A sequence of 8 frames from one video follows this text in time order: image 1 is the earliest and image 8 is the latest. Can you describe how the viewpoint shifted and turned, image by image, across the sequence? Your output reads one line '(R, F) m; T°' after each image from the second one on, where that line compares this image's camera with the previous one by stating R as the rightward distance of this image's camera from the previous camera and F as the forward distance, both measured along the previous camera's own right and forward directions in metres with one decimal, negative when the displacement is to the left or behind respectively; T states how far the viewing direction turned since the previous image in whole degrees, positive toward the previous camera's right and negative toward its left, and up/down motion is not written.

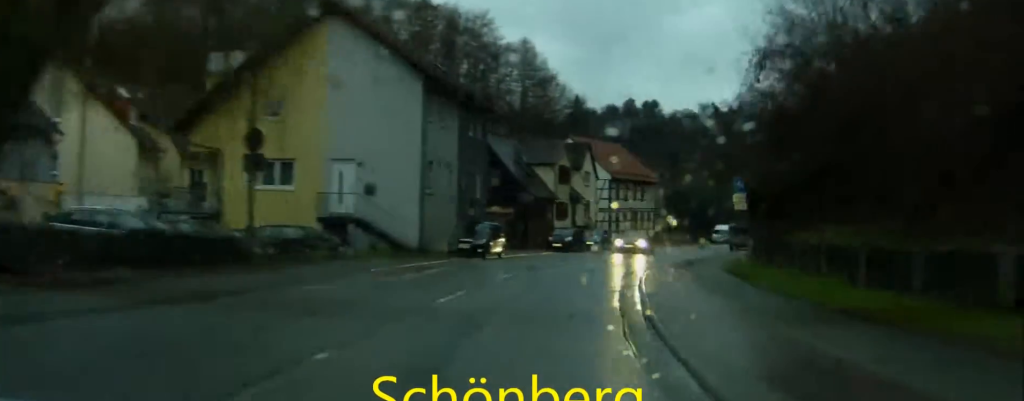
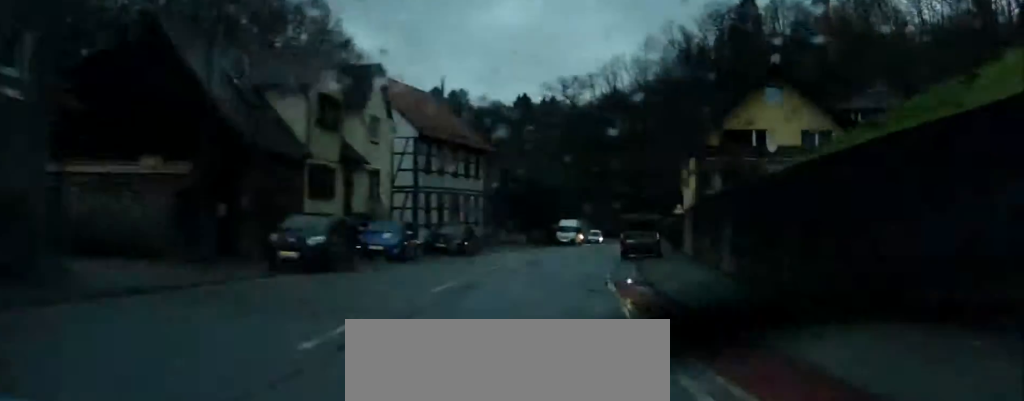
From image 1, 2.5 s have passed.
(+3.7, +31.8) m; +11°
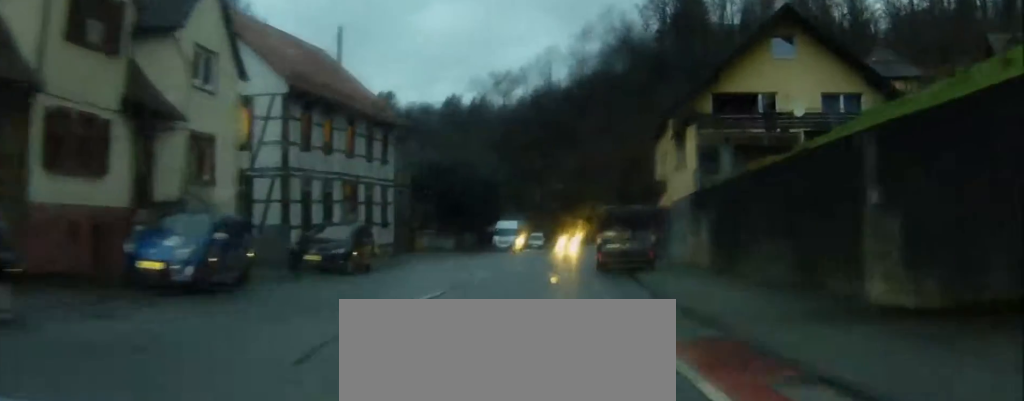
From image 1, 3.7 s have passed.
(+0.5, +15.4) m; +4°
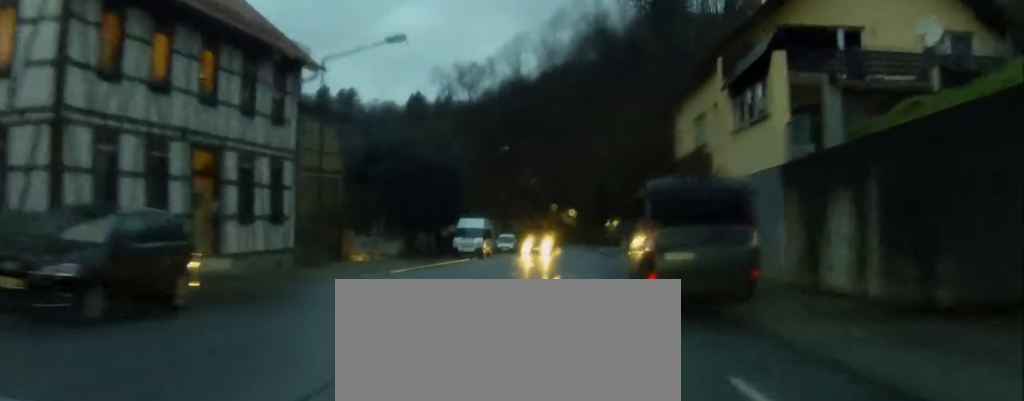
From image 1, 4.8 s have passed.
(+0.7, +14.2) m; +4°
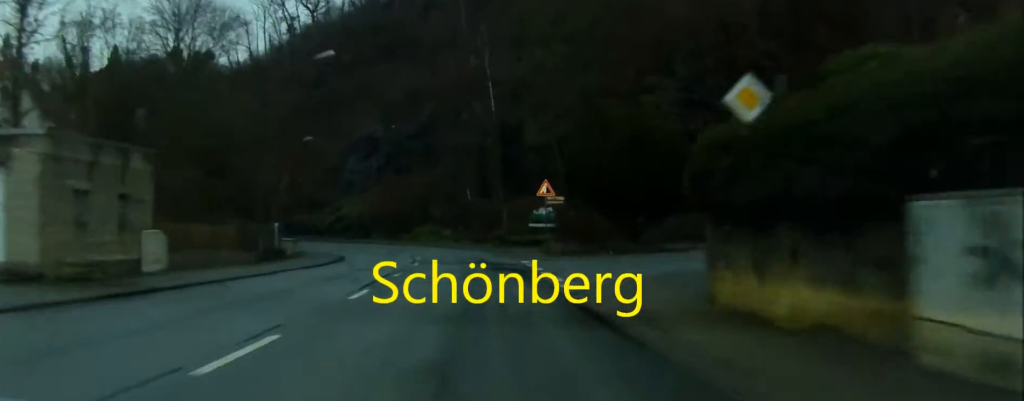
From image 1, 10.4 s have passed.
(+7.5, +69.4) m; +8°
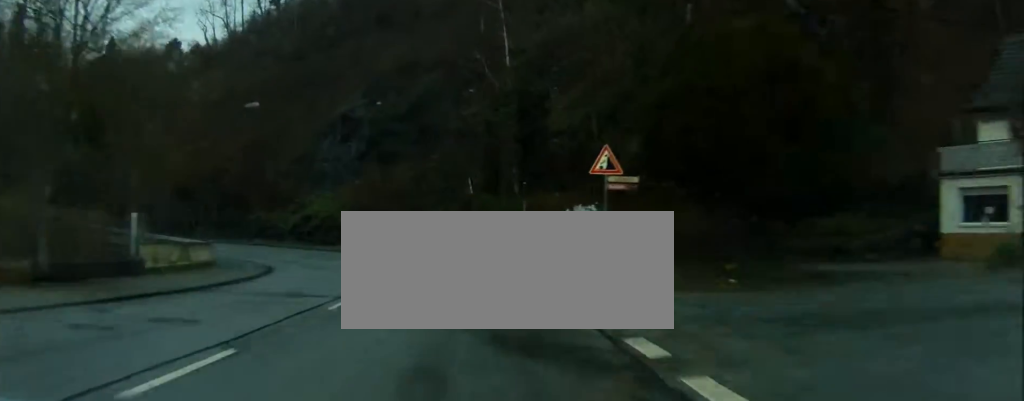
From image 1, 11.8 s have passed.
(+0.3, +17.5) m; -1°
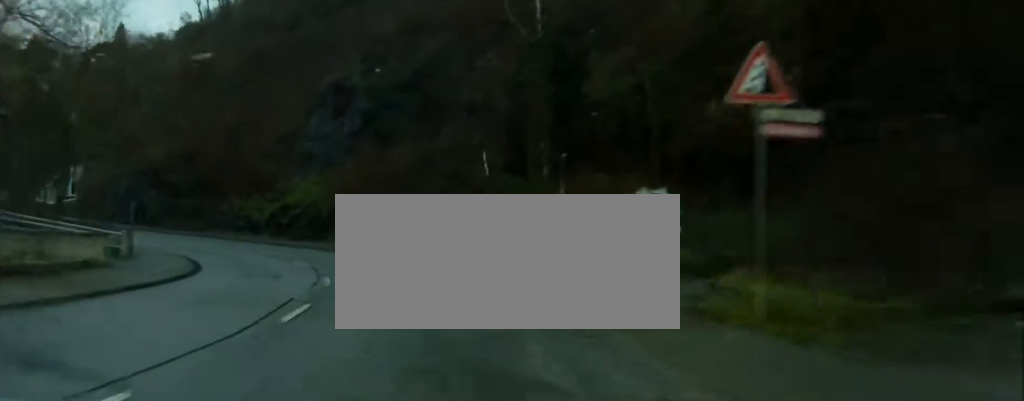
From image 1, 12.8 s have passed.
(-0.4, +11.4) m; -4°
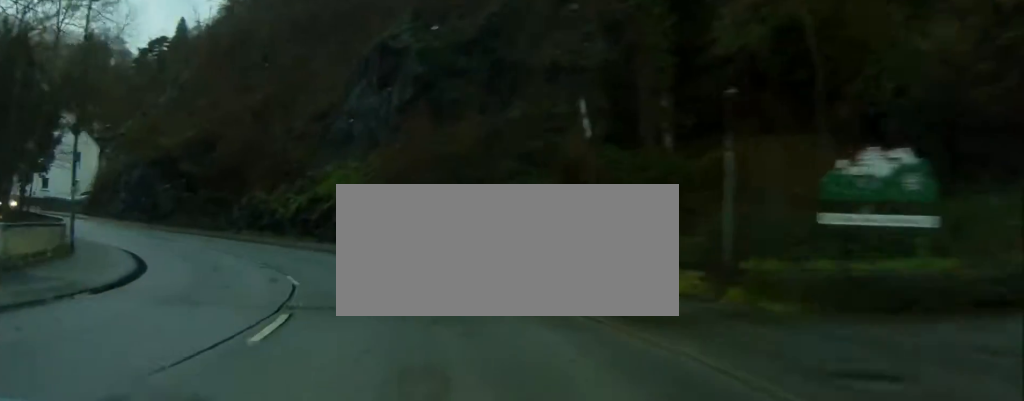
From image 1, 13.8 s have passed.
(+0.3, +11.4) m; -4°
